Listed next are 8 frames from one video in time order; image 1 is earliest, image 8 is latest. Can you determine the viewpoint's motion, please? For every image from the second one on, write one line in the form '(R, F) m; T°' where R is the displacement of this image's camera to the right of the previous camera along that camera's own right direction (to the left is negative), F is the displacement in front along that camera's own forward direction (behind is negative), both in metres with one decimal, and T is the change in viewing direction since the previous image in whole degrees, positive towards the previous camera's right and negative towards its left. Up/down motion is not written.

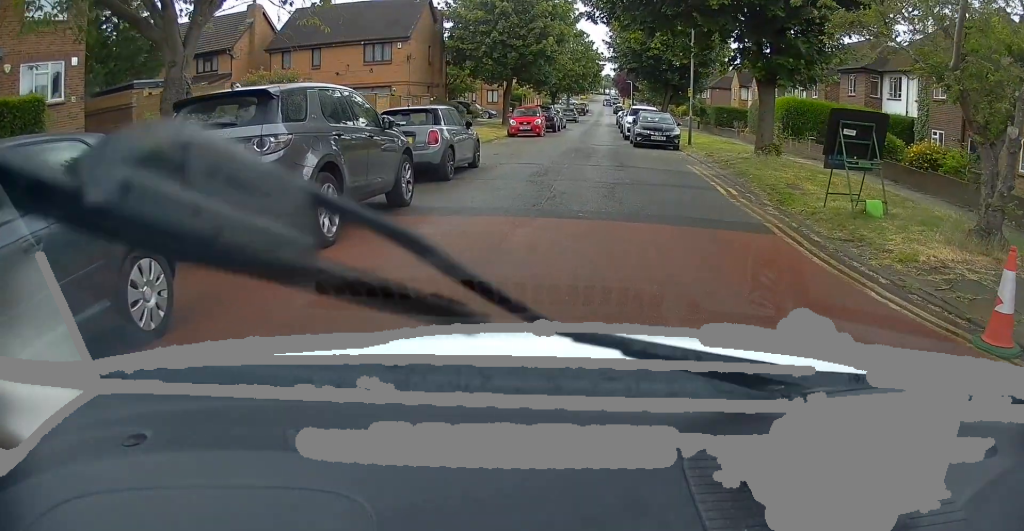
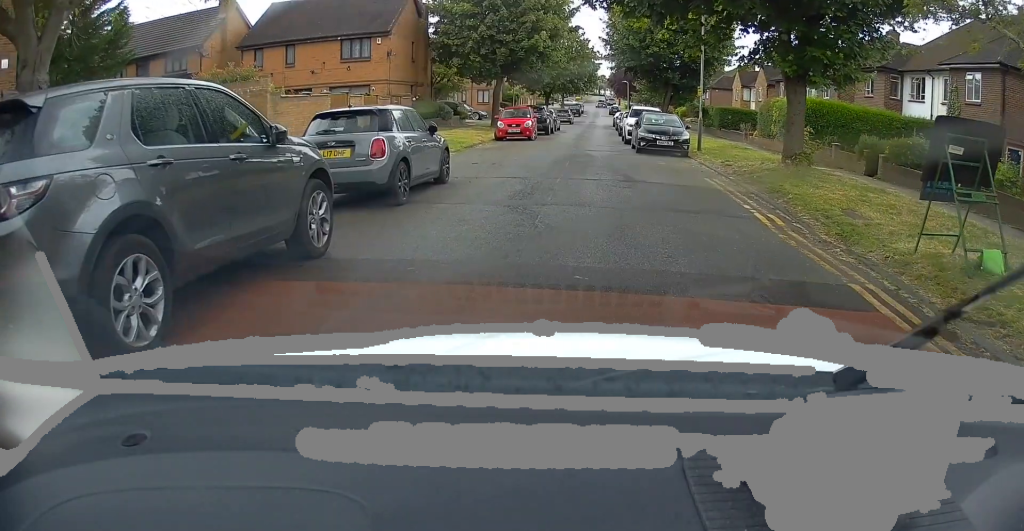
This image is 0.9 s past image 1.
(+0.2, +3.2) m; -1°
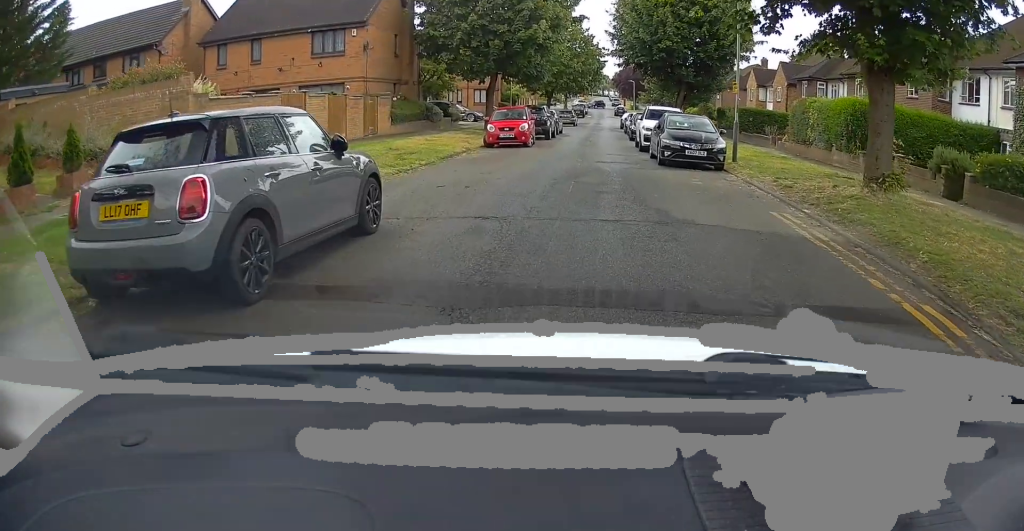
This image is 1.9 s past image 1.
(-0.4, +4.5) m; 0°
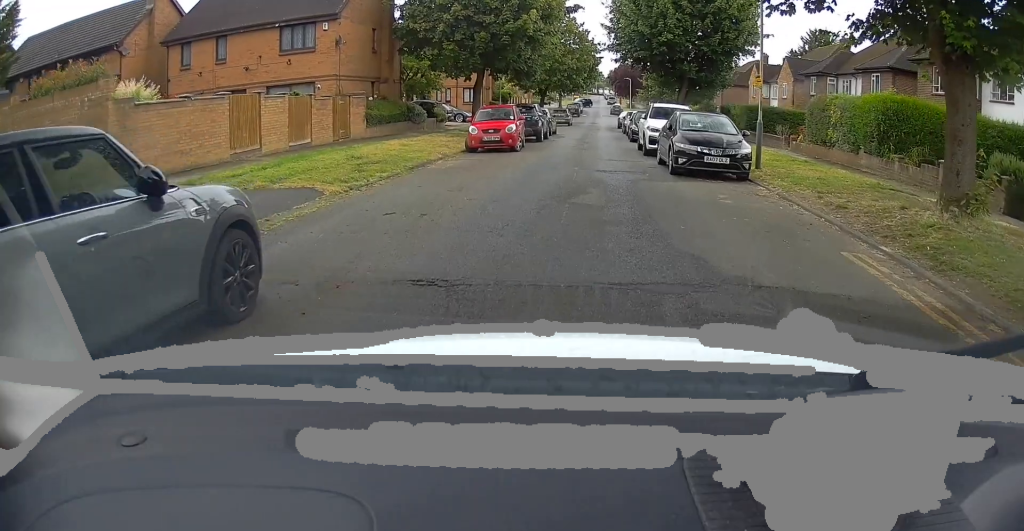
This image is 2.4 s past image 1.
(+0.3, +2.8) m; +1°
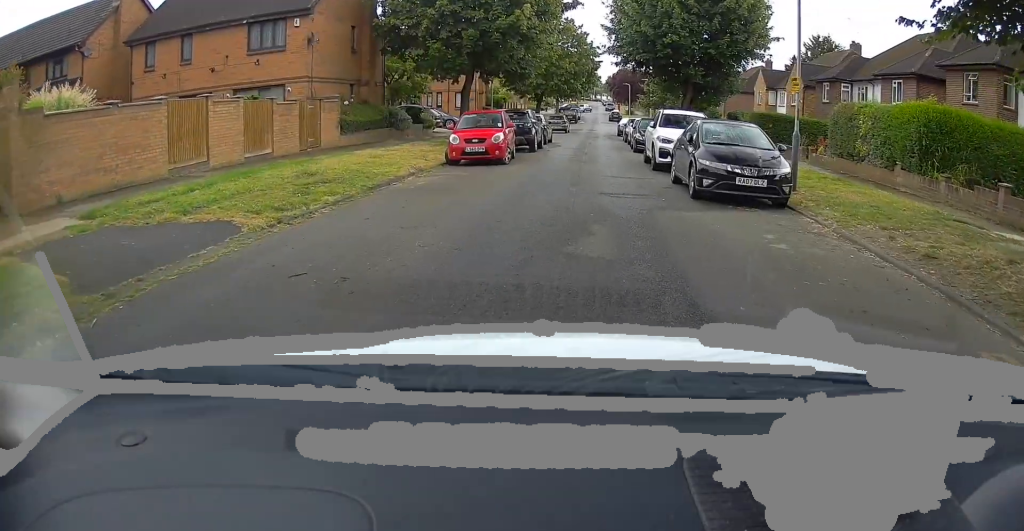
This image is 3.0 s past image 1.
(0.0, +2.9) m; 0°
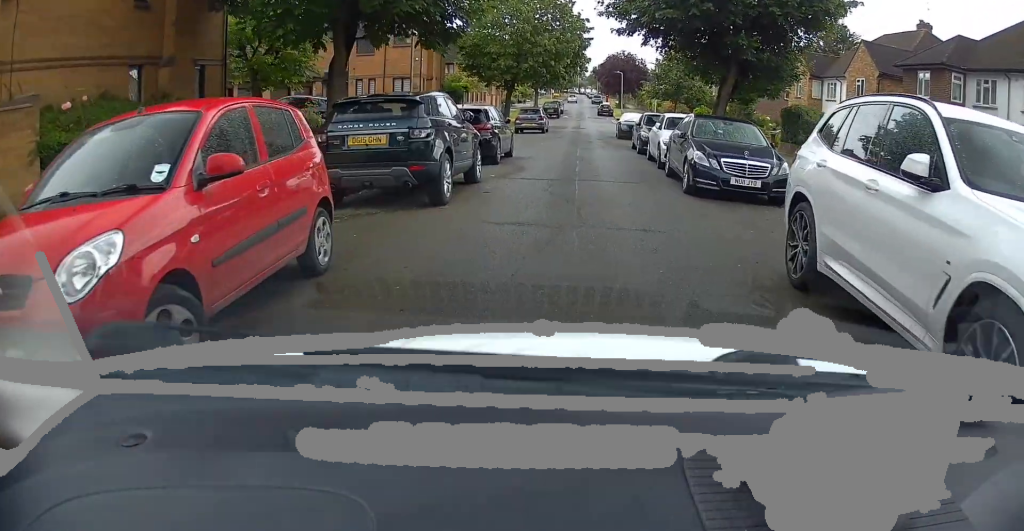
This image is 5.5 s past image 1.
(+0.4, +14.8) m; +4°
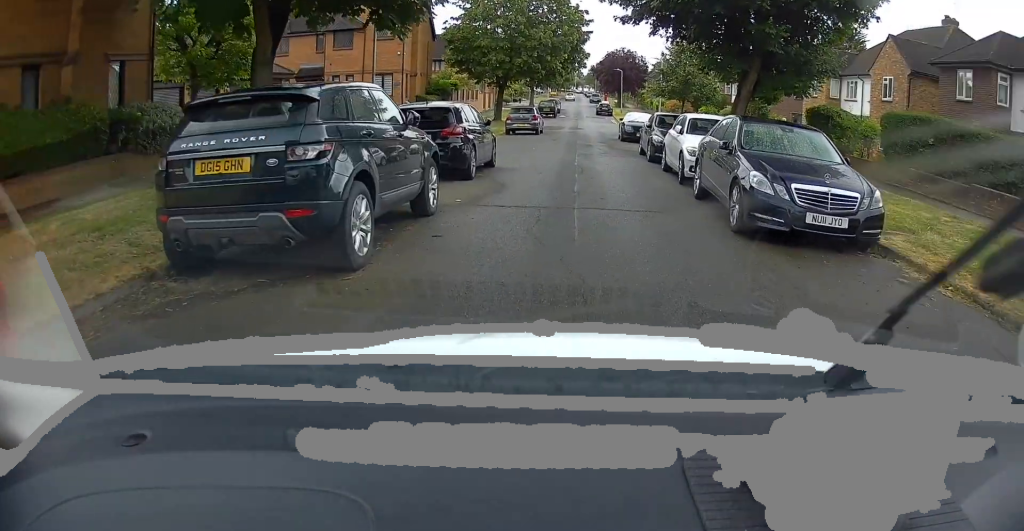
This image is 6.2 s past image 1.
(-0.1, +4.1) m; -1°
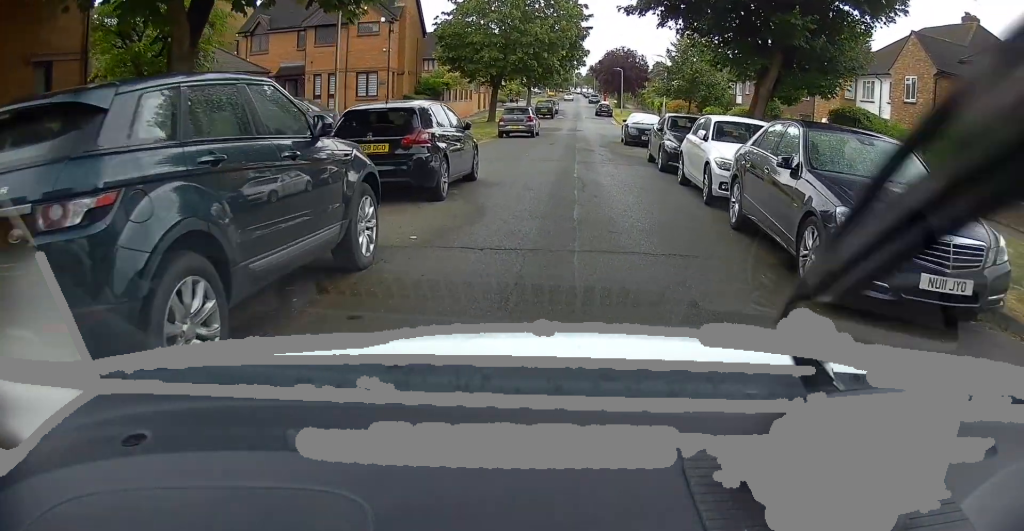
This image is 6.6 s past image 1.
(-0.1, +2.7) m; -1°
